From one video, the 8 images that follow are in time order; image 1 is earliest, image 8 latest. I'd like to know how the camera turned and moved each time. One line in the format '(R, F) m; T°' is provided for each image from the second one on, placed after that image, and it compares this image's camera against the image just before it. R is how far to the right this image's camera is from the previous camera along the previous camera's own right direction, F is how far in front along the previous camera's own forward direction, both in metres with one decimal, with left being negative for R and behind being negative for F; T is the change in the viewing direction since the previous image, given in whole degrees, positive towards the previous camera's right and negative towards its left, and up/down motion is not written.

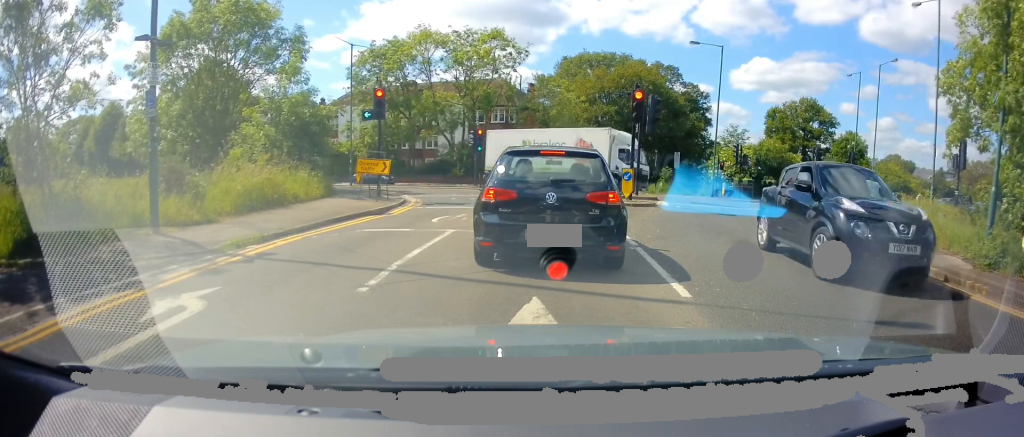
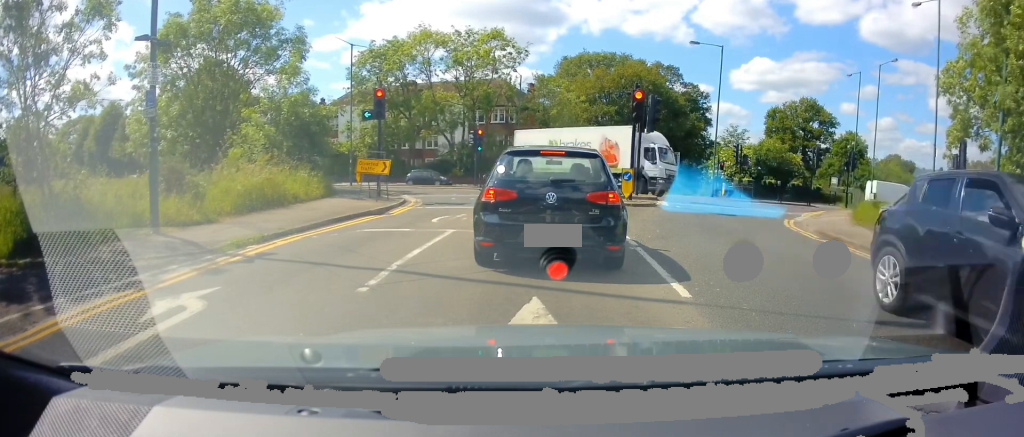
(0.0, 0.0) m; 0°
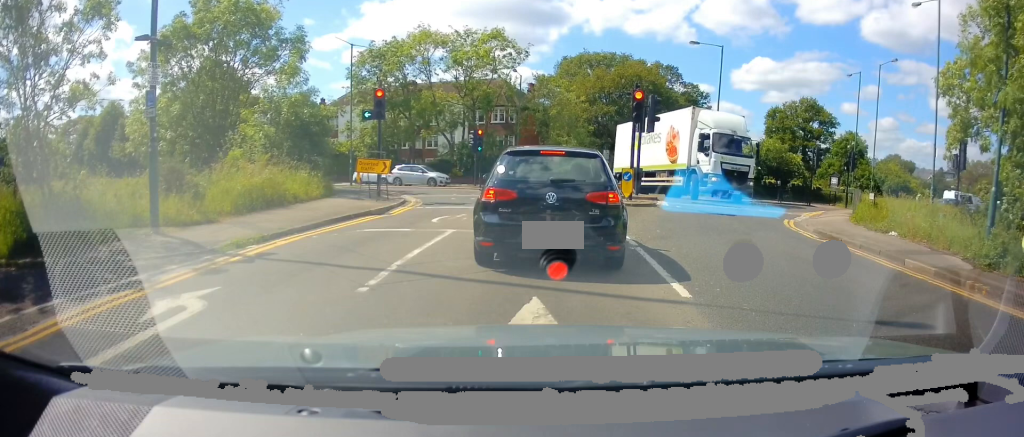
(0.0, 0.0) m; 0°
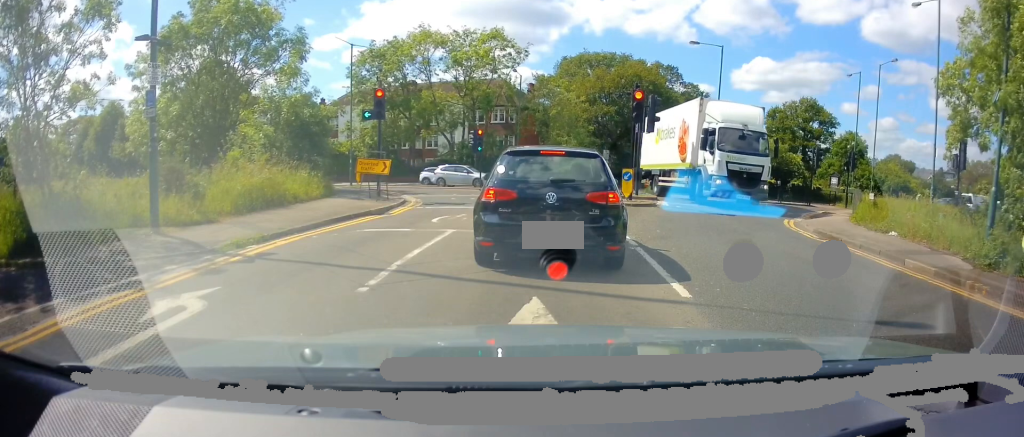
(0.0, 0.0) m; 0°
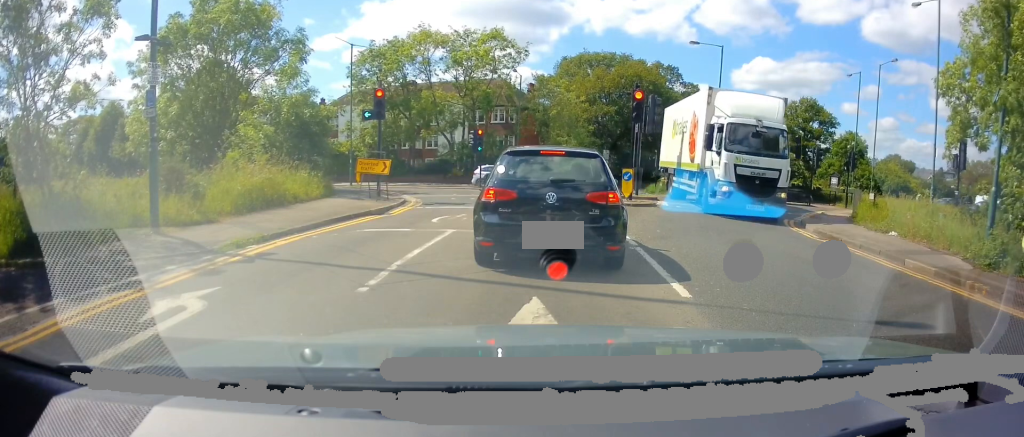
(0.0, 0.0) m; 0°
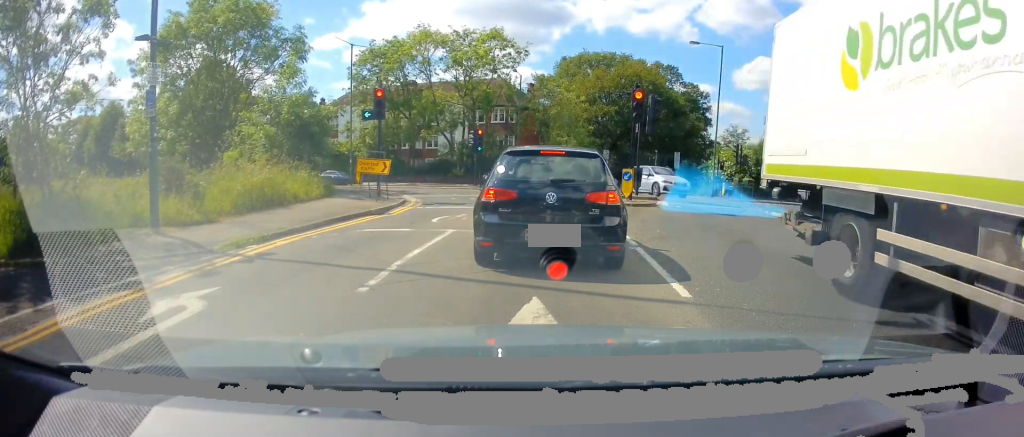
(0.0, 0.0) m; 0°
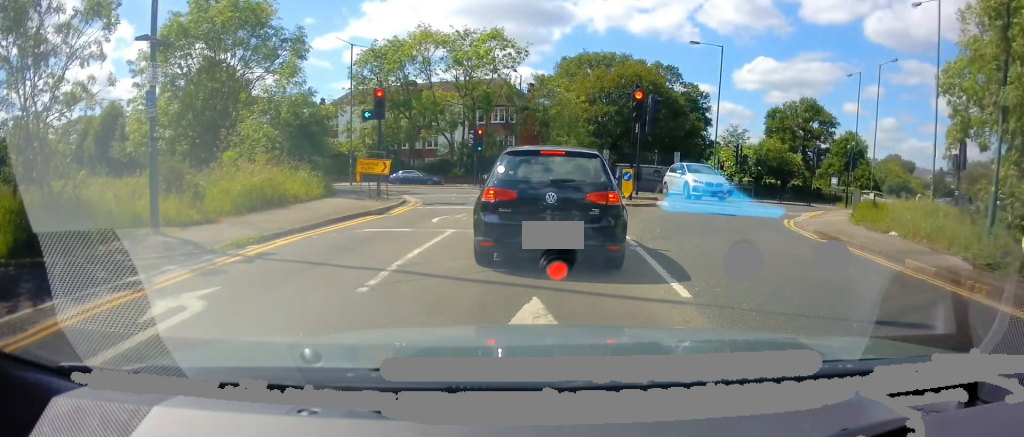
(0.0, 0.0) m; 0°
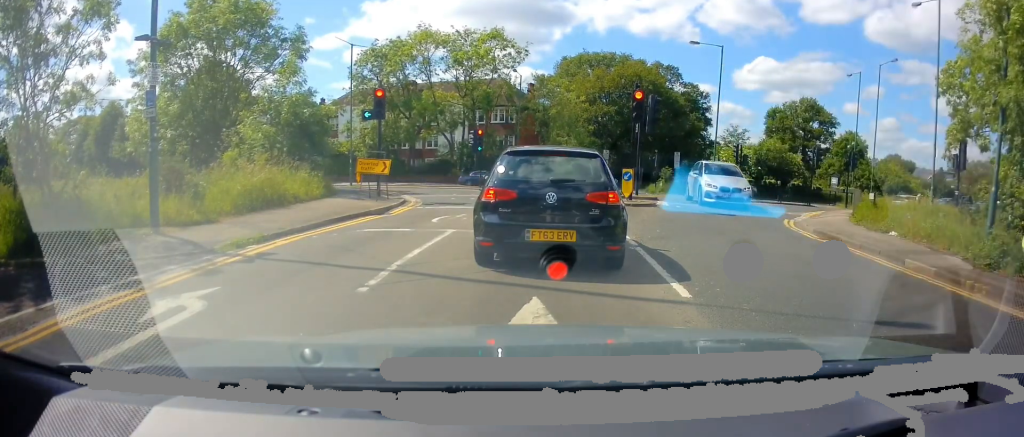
(0.0, 0.0) m; 0°
